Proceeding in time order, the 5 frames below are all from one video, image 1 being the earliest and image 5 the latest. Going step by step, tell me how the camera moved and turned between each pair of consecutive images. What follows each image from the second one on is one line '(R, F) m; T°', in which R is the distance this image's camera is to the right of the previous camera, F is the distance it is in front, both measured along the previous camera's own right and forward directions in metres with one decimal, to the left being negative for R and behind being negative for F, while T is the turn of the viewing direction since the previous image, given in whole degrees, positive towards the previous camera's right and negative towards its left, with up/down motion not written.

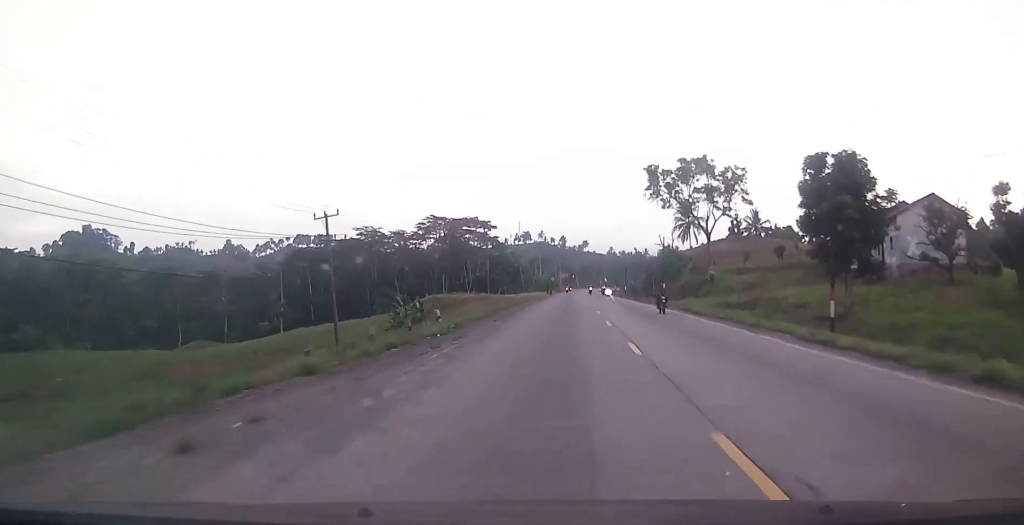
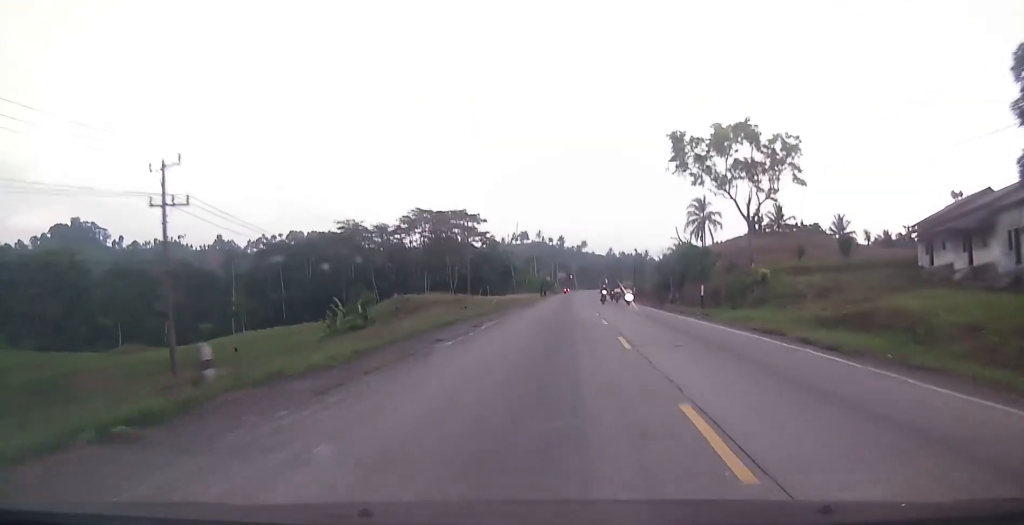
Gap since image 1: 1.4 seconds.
(-0.1, +18.1) m; 0°
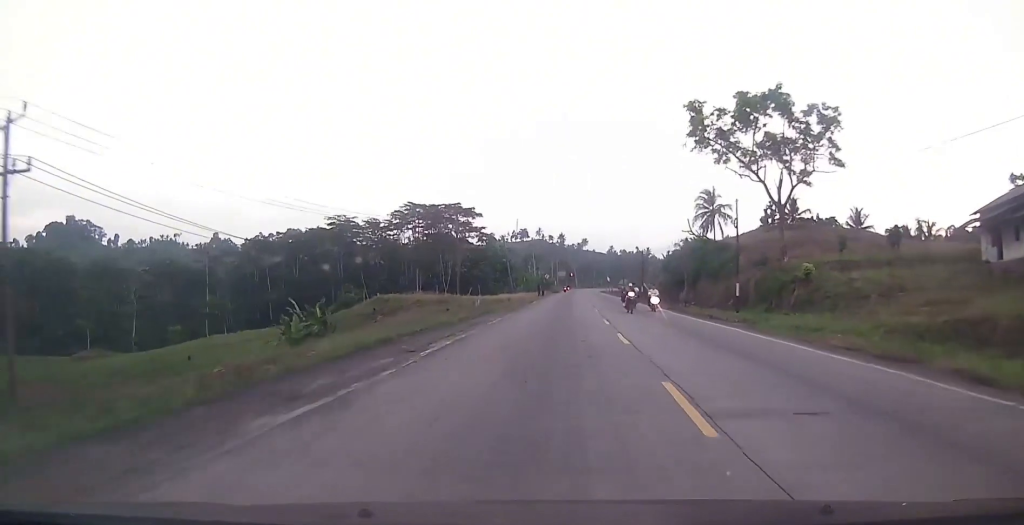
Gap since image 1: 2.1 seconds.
(+0.3, +8.6) m; +1°
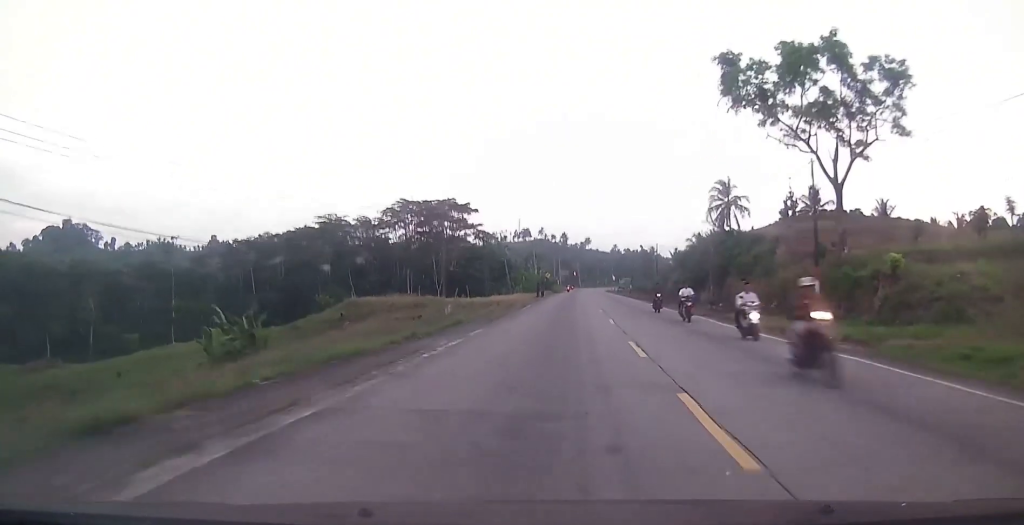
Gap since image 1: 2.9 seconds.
(+0.2, +10.4) m; +1°
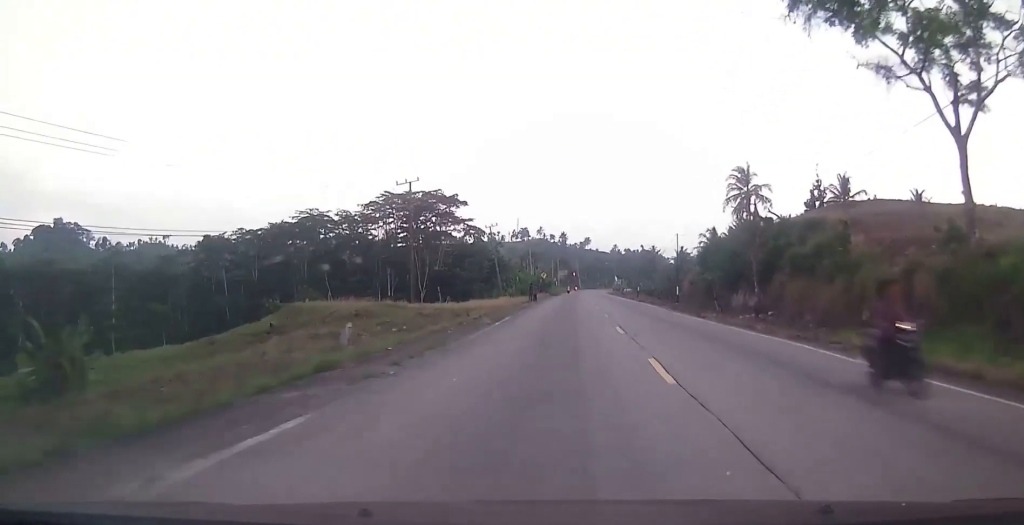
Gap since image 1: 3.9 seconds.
(0.0, +13.5) m; -1°
